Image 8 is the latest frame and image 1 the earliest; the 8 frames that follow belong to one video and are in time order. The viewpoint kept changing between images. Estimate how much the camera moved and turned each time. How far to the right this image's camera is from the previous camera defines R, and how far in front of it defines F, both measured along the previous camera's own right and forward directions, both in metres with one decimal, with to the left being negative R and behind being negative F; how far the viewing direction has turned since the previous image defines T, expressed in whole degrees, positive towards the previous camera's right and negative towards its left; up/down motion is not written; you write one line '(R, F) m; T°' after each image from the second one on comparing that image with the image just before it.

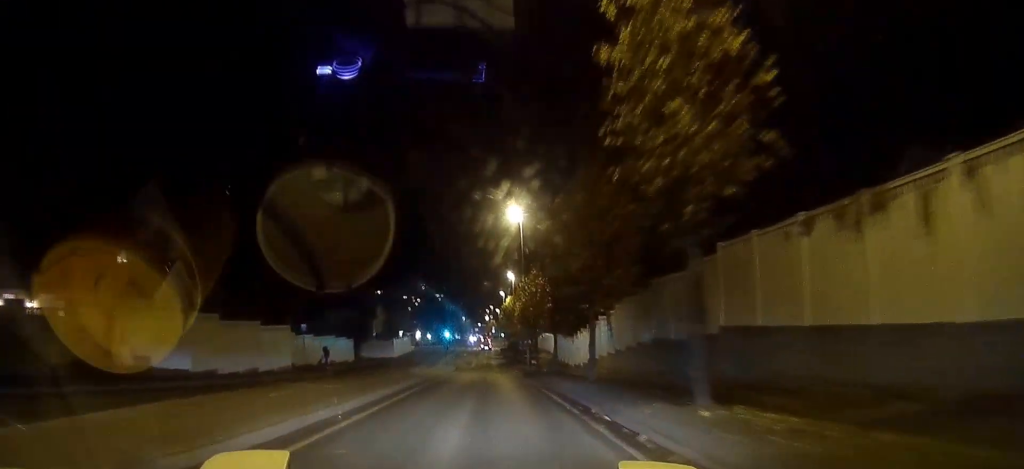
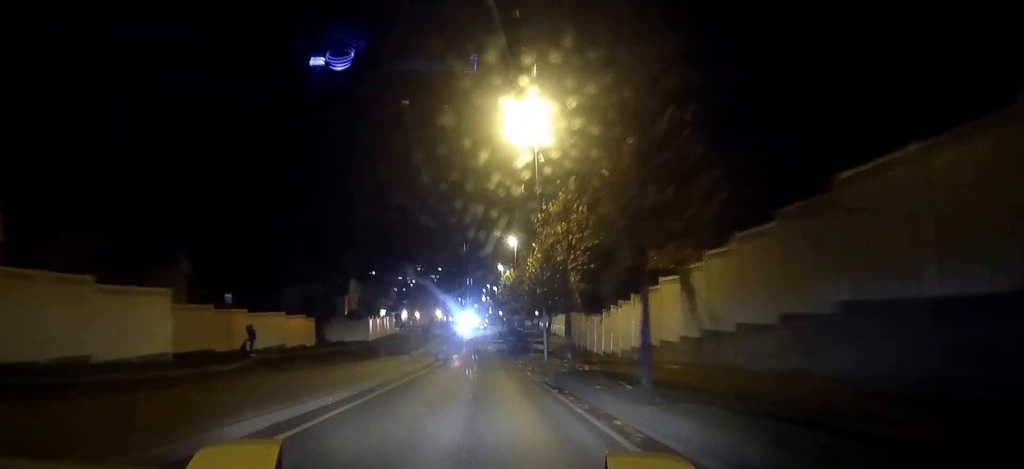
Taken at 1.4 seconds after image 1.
(+0.3, +17.1) m; 0°
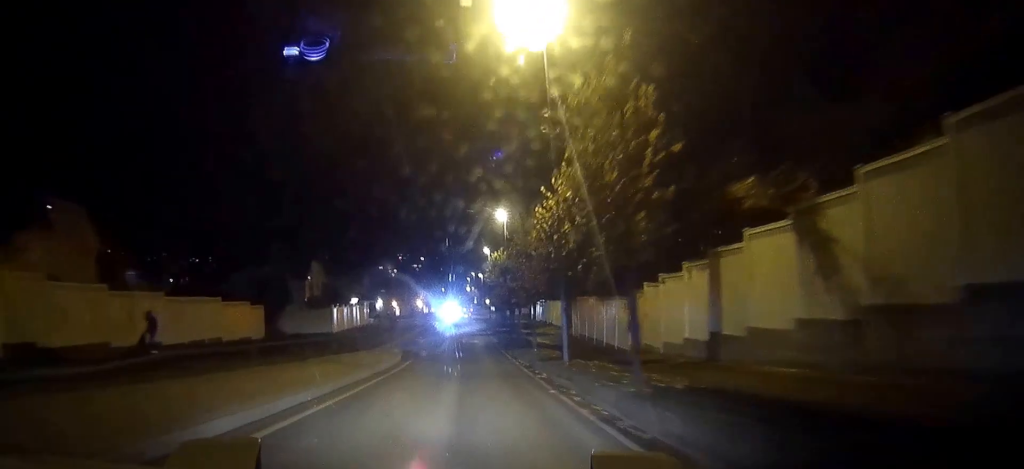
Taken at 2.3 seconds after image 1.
(-0.1, +9.9) m; -1°
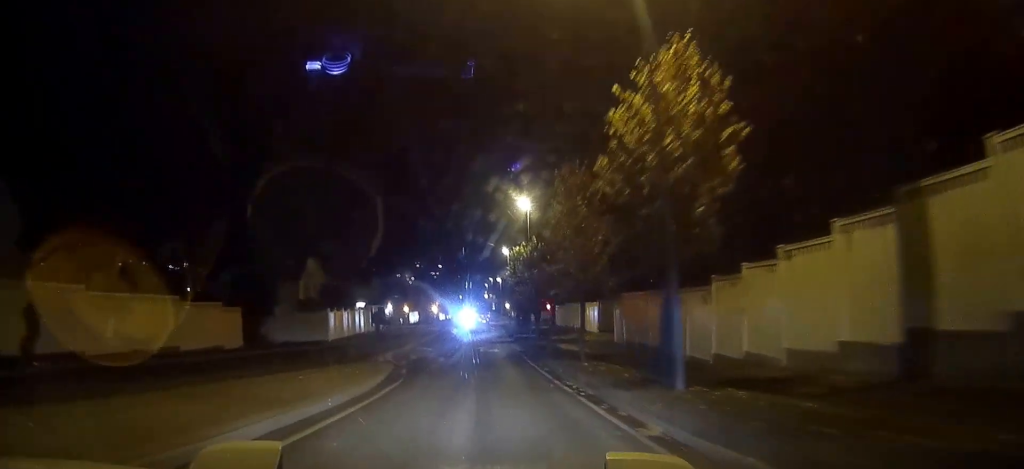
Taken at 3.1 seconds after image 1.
(-0.1, +9.9) m; 0°
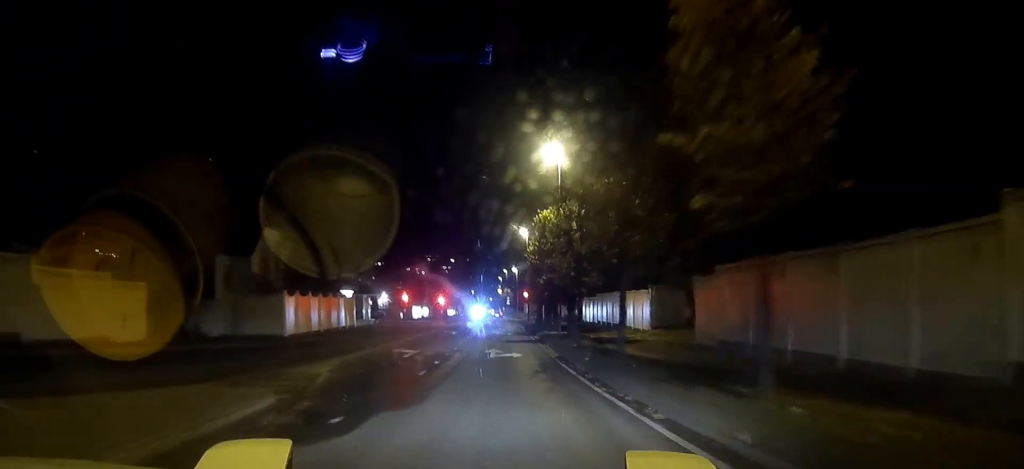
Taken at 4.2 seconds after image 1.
(+0.1, +13.6) m; +1°
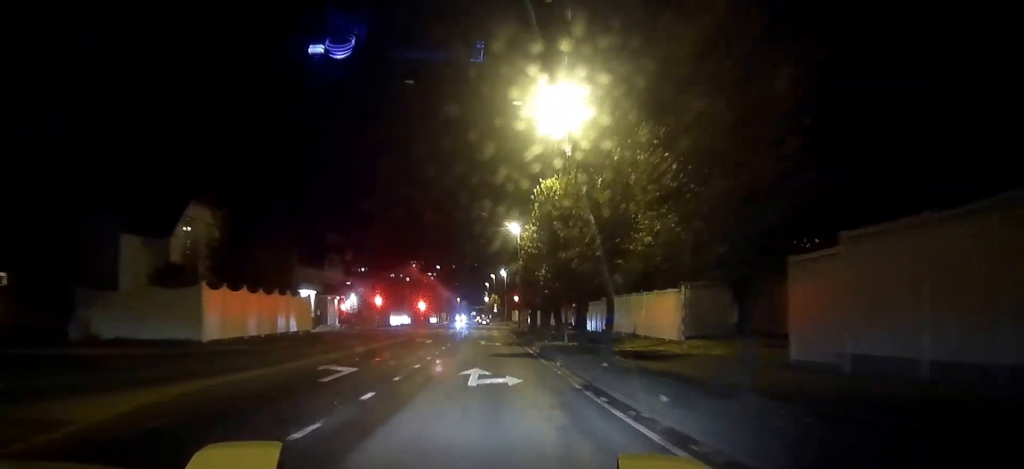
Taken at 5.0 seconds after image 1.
(+0.1, +9.6) m; +1°
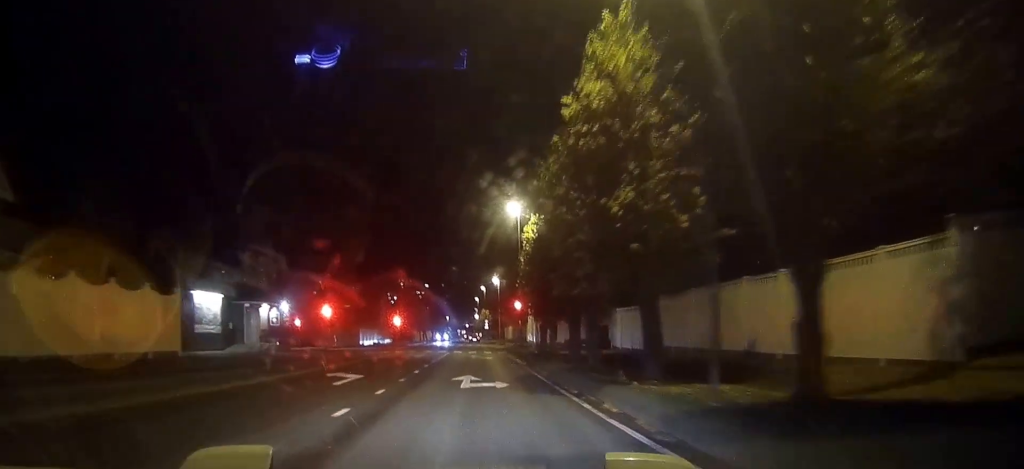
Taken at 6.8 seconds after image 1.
(-0.1, +21.4) m; -1°
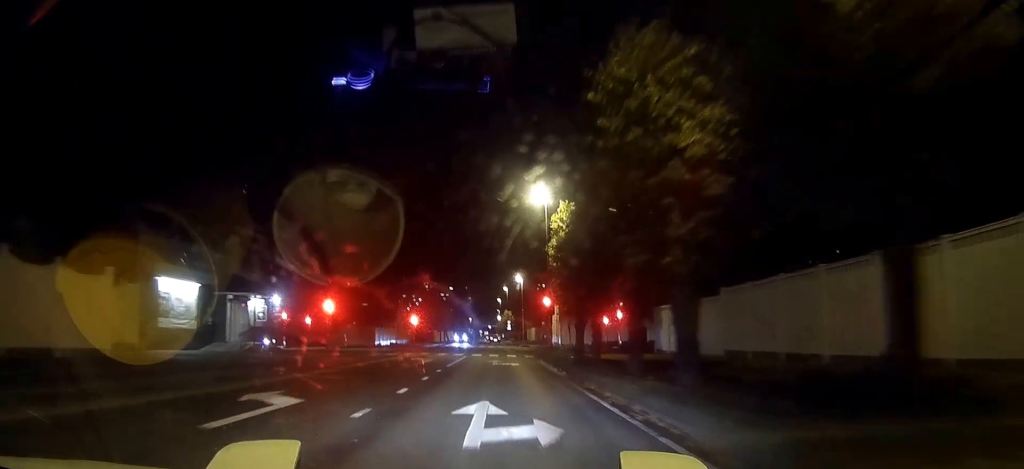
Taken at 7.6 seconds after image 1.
(0.0, +8.6) m; 0°
